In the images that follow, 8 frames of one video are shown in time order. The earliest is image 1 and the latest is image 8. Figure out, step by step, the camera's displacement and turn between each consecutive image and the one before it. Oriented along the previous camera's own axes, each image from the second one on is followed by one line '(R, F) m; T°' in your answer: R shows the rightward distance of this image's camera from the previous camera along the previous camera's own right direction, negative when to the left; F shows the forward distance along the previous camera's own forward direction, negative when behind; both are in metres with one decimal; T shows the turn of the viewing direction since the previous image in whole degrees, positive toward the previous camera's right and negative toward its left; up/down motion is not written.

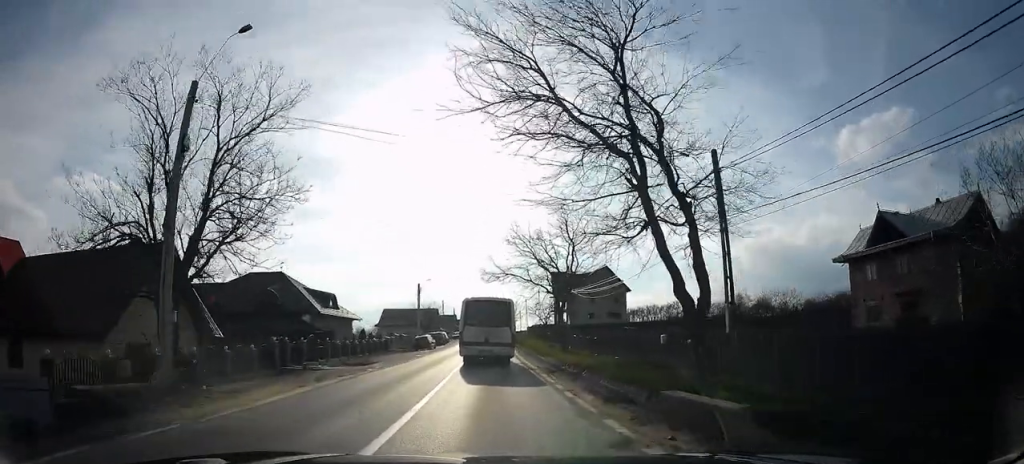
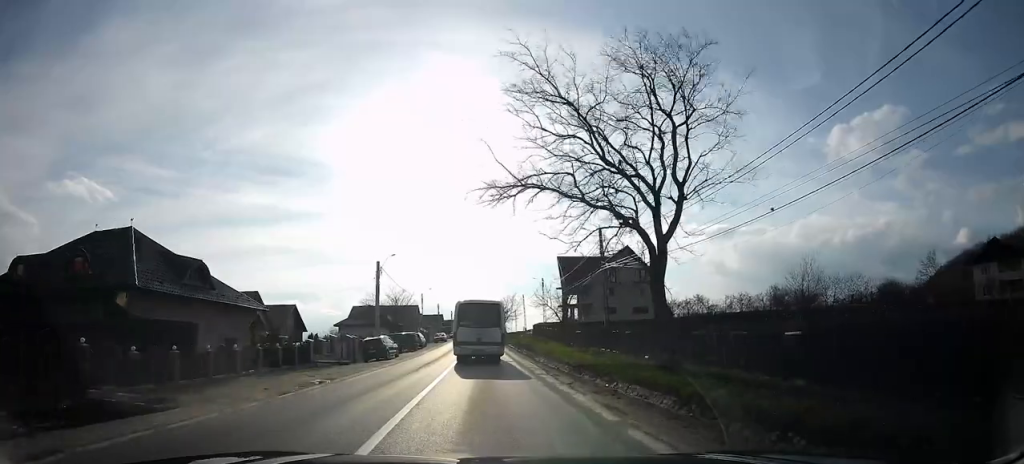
(+0.2, +21.7) m; +1°
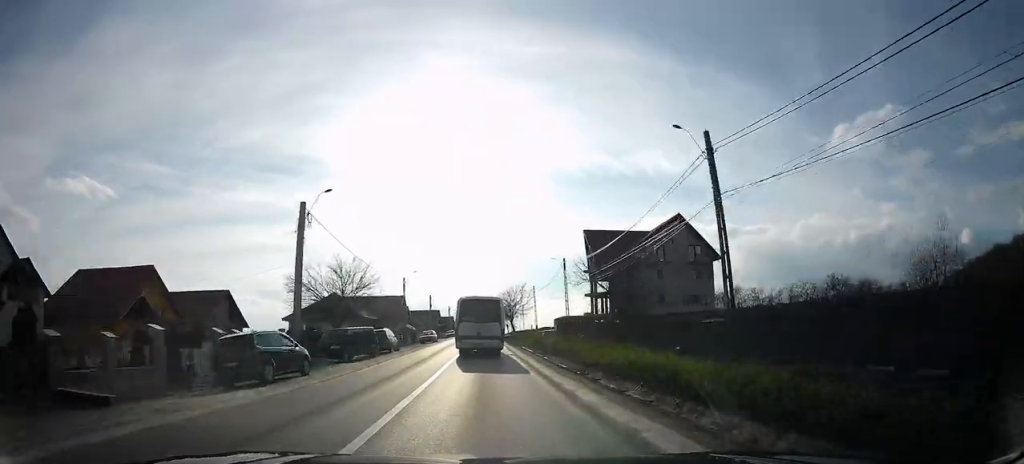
(0.0, +20.3) m; 0°
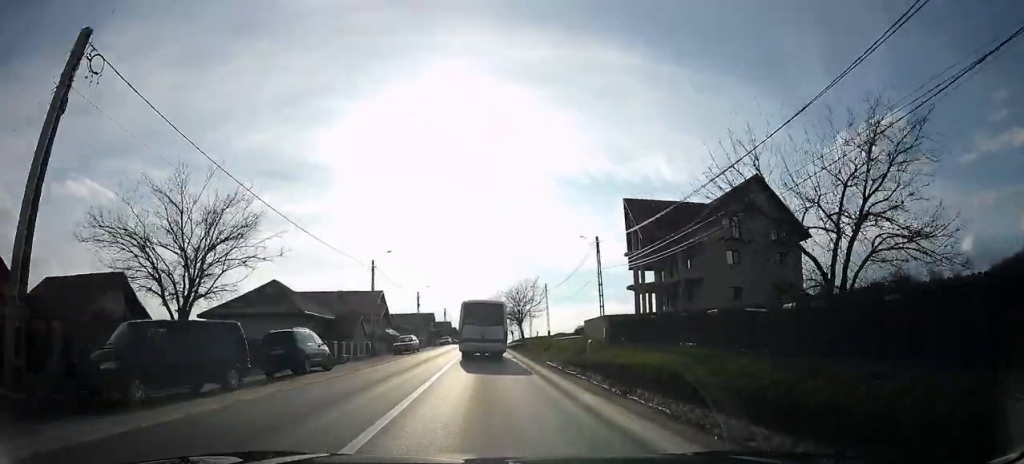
(0.0, +17.2) m; 0°
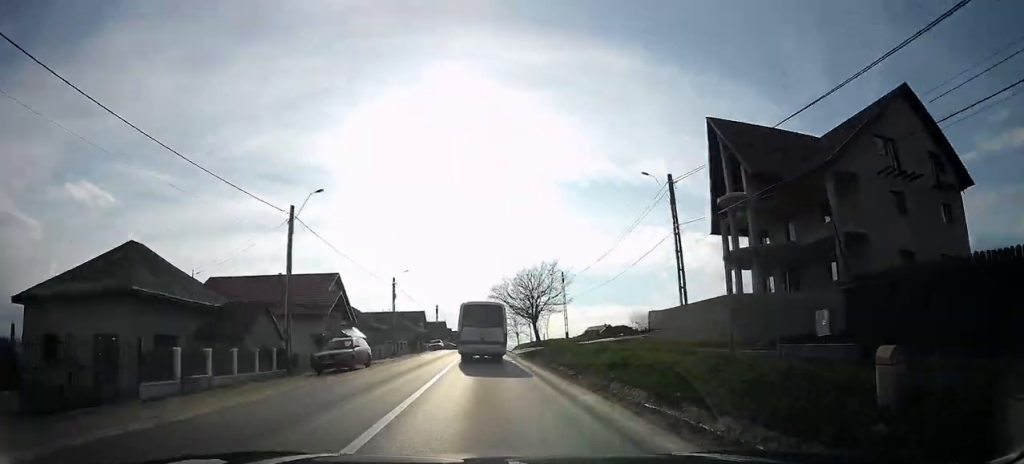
(0.0, +17.9) m; 0°
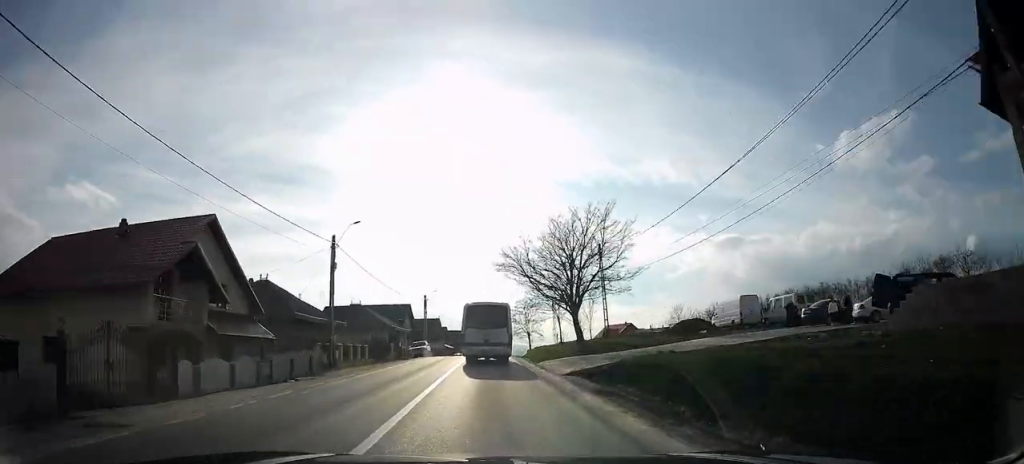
(+0.1, +20.6) m; 0°
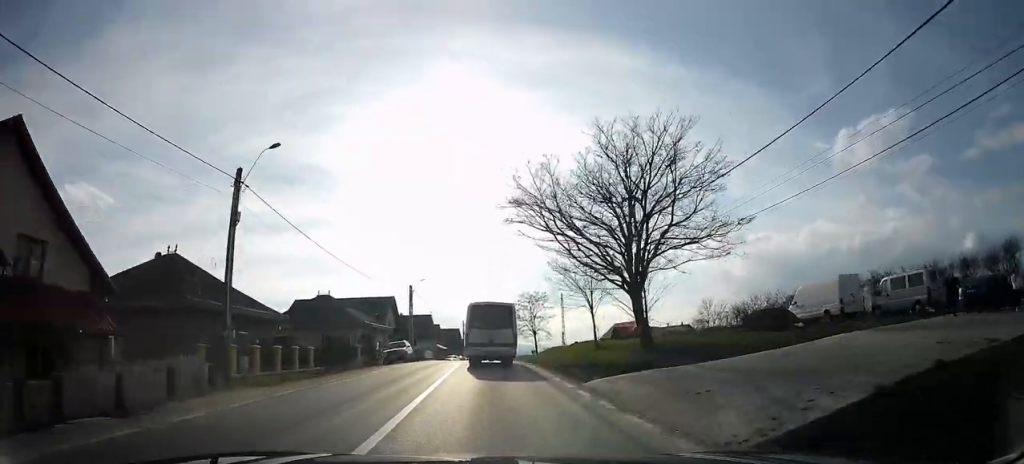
(0.0, +11.9) m; 0°
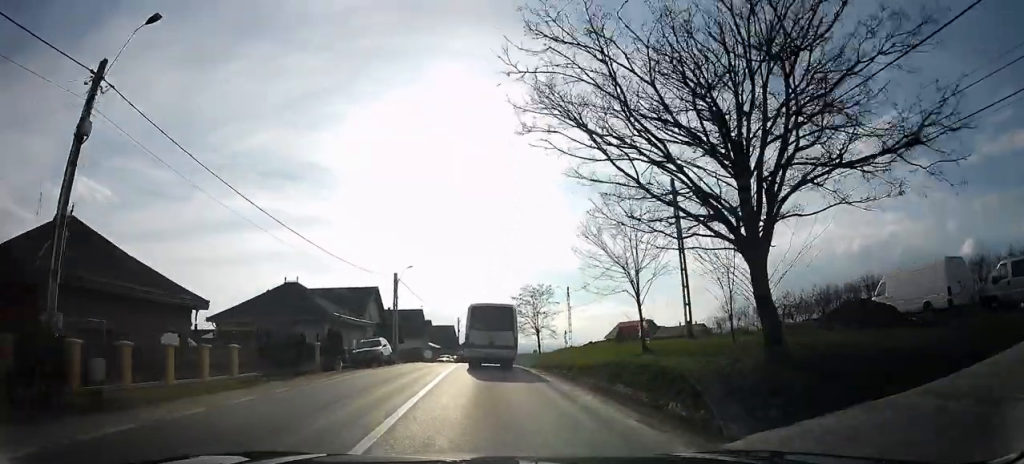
(0.0, +8.2) m; 0°
